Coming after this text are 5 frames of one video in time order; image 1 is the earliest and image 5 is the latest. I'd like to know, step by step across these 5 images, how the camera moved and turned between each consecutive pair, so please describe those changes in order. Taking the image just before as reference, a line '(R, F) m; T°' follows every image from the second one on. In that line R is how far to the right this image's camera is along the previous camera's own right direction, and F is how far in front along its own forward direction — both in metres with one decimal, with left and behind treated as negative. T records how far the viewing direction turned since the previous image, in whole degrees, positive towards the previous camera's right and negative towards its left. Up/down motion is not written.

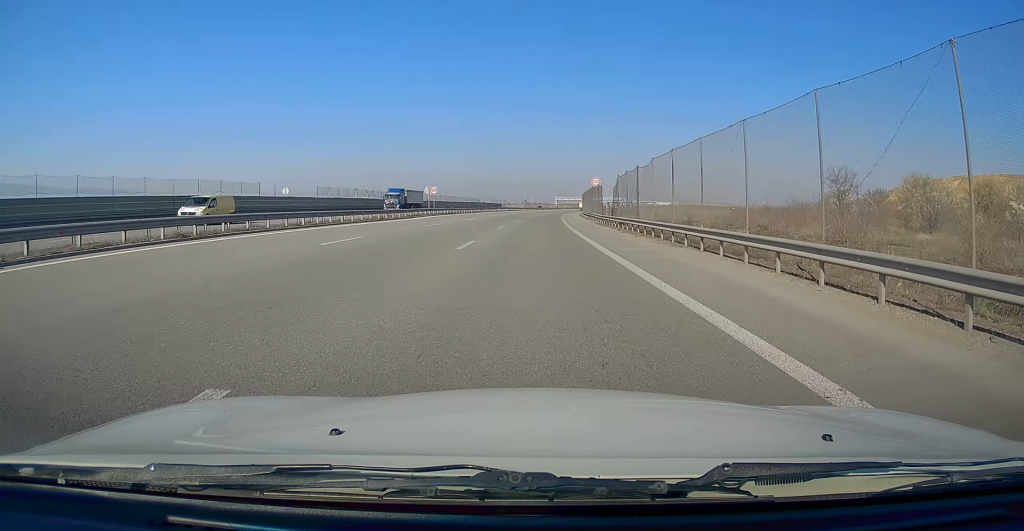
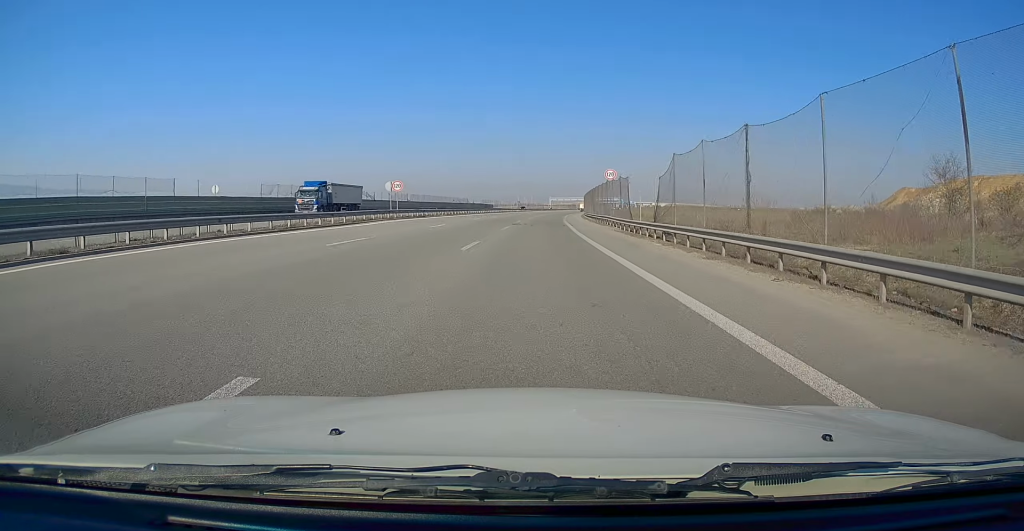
(+0.1, +15.9) m; +1°
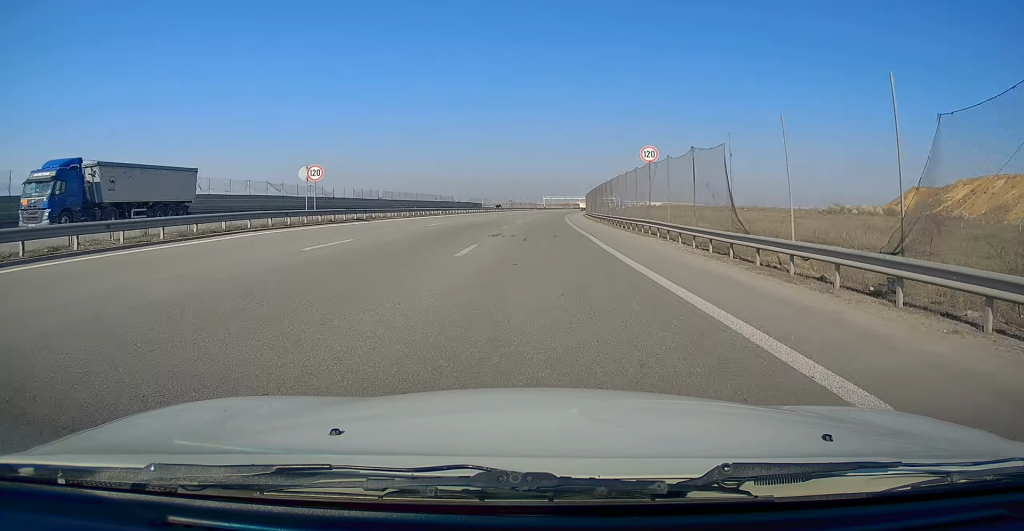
(+0.3, +18.3) m; +1°
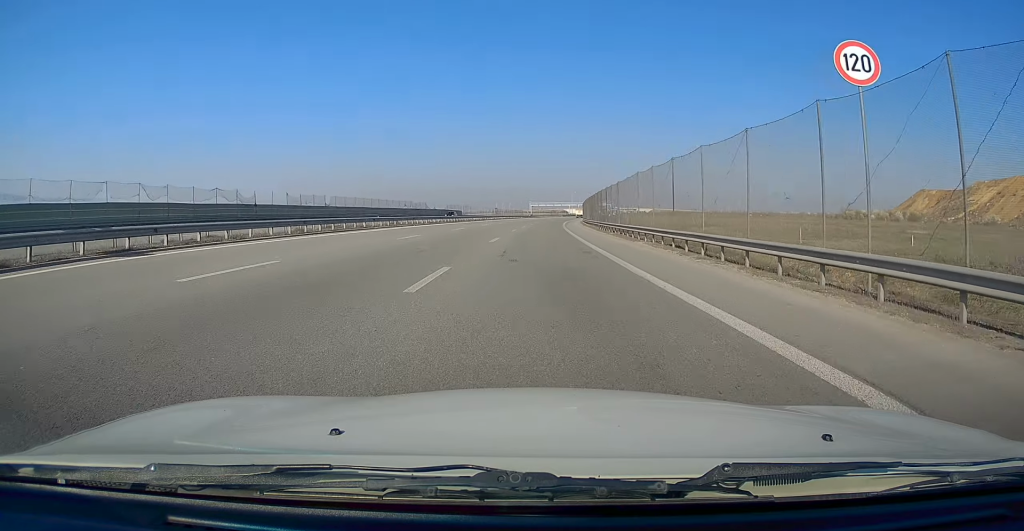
(+0.2, +21.6) m; 0°
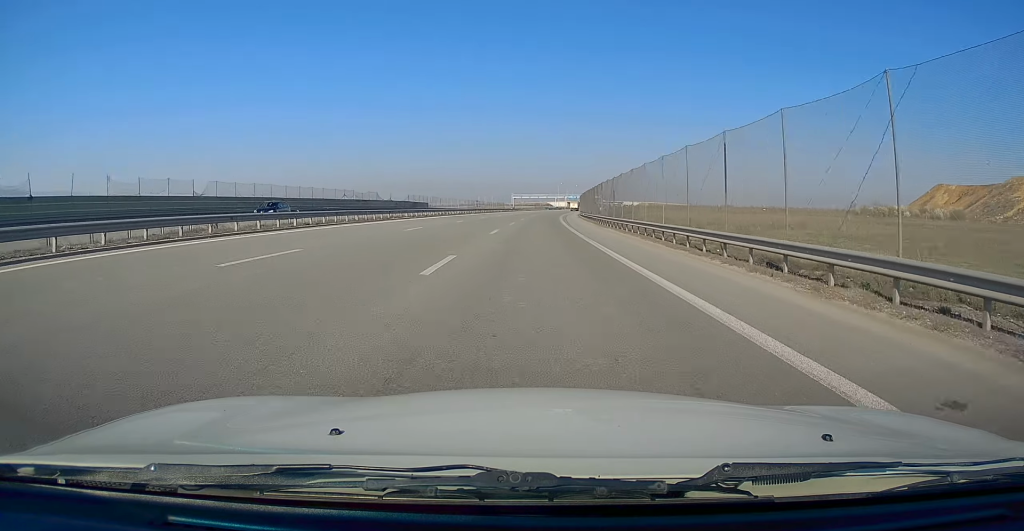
(0.0, +30.6) m; +1°
